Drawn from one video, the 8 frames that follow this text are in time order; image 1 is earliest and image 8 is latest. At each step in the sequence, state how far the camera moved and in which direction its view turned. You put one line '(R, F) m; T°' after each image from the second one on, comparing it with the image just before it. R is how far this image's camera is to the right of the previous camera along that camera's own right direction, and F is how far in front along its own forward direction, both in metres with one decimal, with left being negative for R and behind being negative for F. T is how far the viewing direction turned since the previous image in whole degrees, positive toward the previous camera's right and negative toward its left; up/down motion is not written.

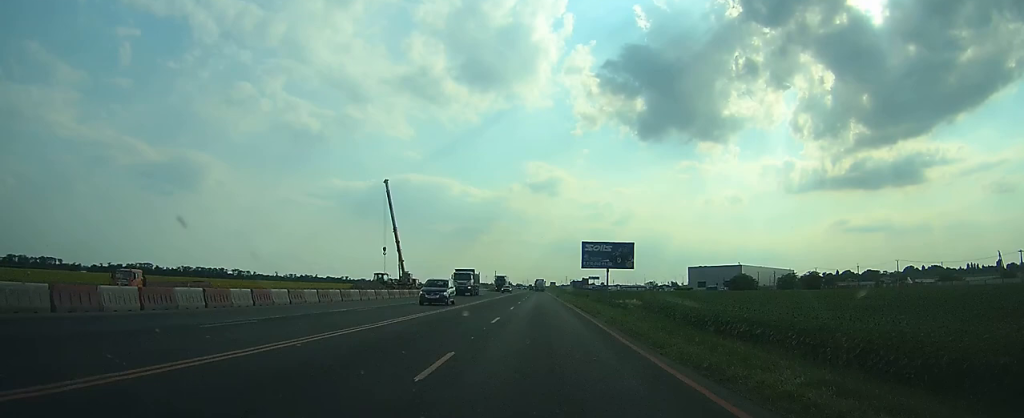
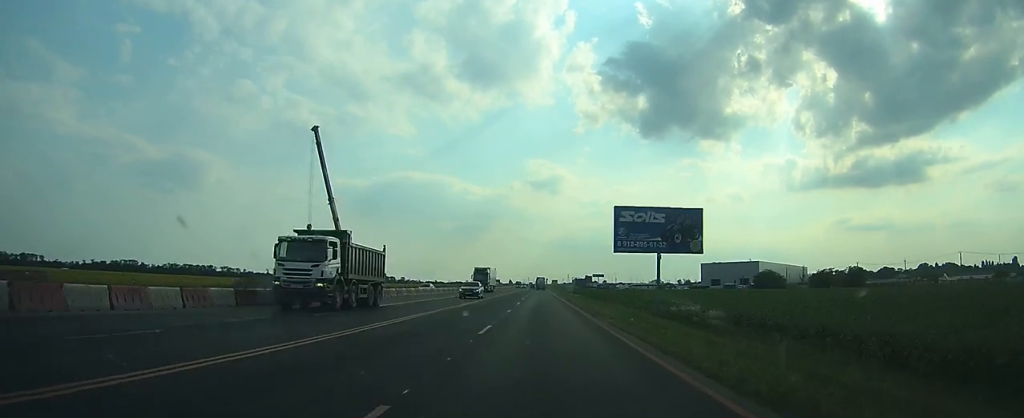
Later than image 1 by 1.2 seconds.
(+0.1, +29.1) m; +1°
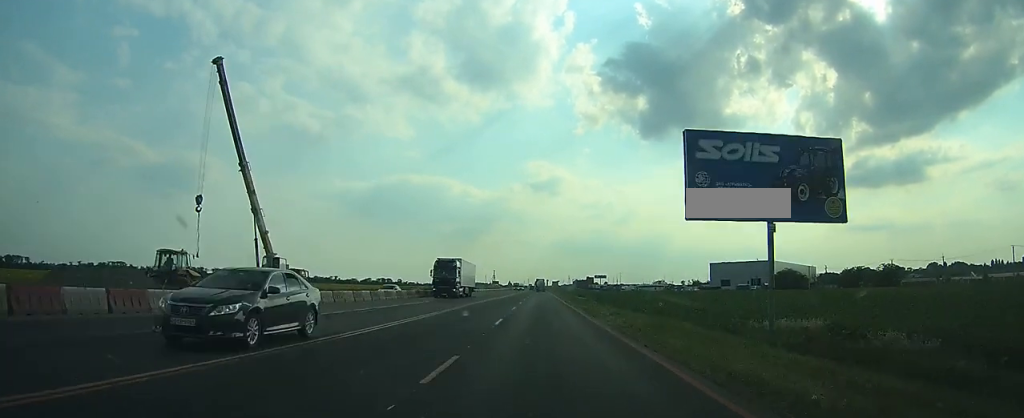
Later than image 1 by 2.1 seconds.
(+0.1, +19.5) m; +1°
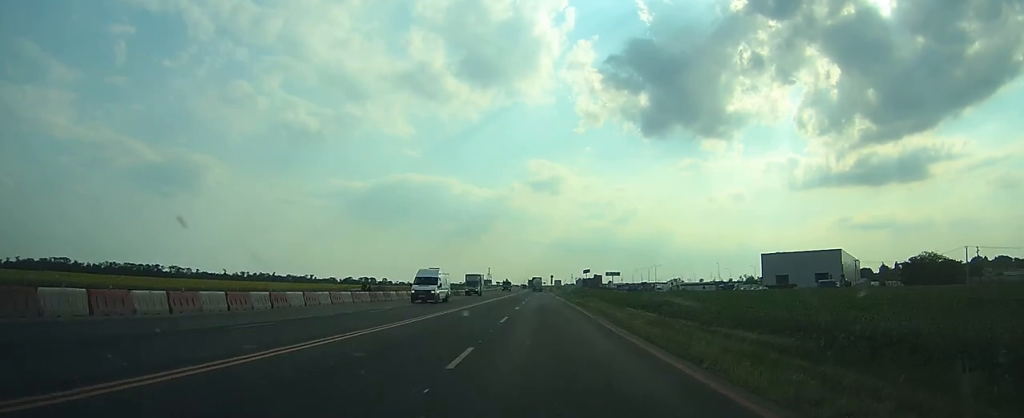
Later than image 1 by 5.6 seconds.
(+0.3, +82.3) m; 0°
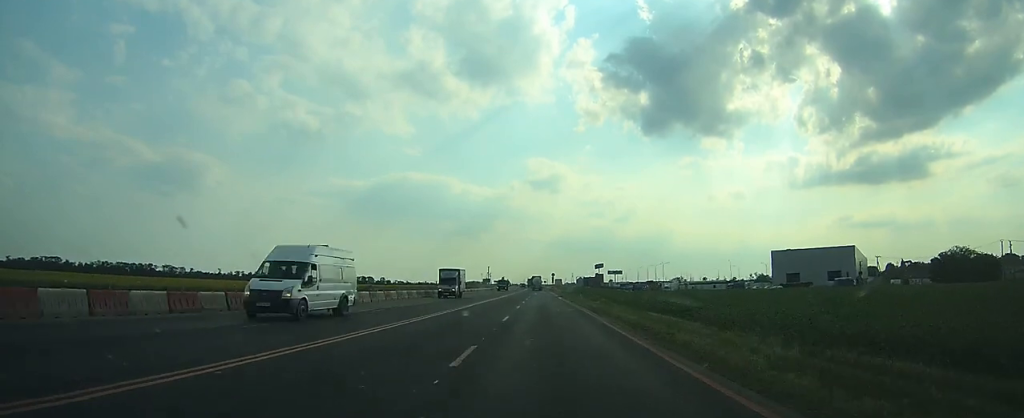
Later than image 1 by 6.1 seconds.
(0.0, +11.6) m; 0°
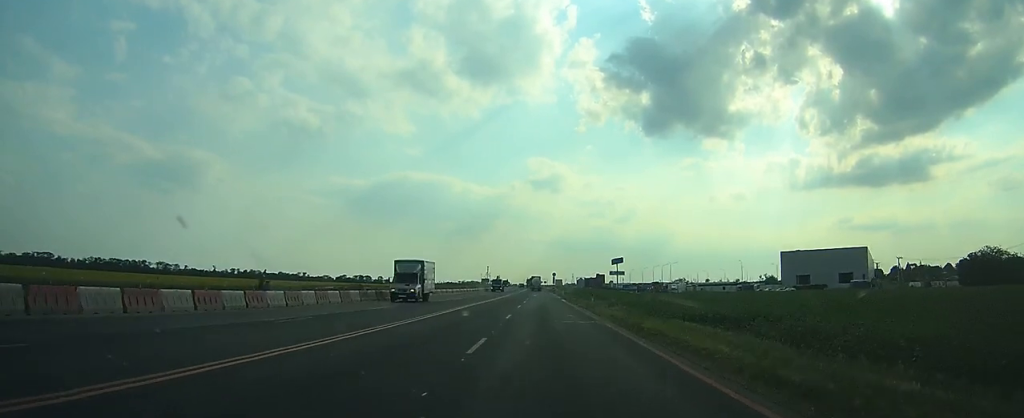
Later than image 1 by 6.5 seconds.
(0.0, +10.1) m; 0°
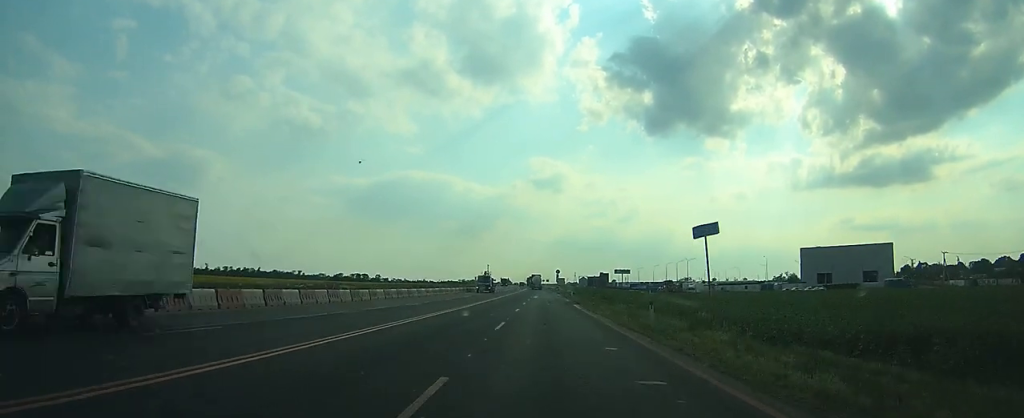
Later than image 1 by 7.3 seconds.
(0.0, +17.8) m; 0°
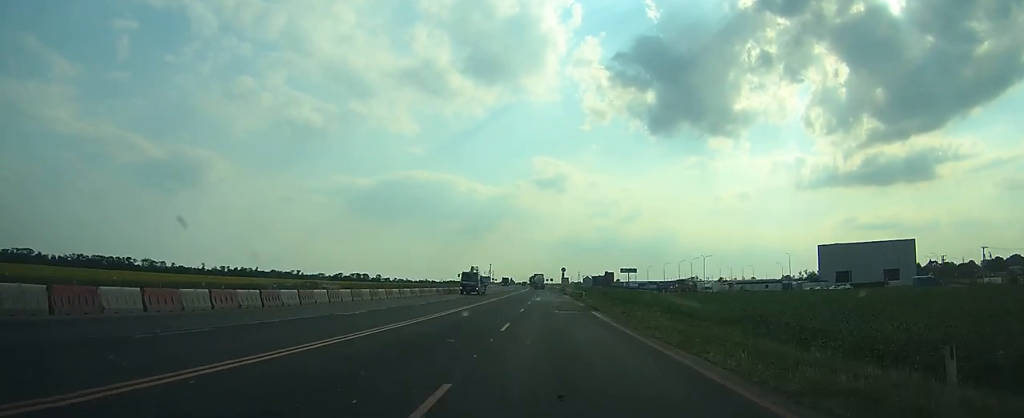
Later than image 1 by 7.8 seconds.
(0.0, +12.4) m; 0°
